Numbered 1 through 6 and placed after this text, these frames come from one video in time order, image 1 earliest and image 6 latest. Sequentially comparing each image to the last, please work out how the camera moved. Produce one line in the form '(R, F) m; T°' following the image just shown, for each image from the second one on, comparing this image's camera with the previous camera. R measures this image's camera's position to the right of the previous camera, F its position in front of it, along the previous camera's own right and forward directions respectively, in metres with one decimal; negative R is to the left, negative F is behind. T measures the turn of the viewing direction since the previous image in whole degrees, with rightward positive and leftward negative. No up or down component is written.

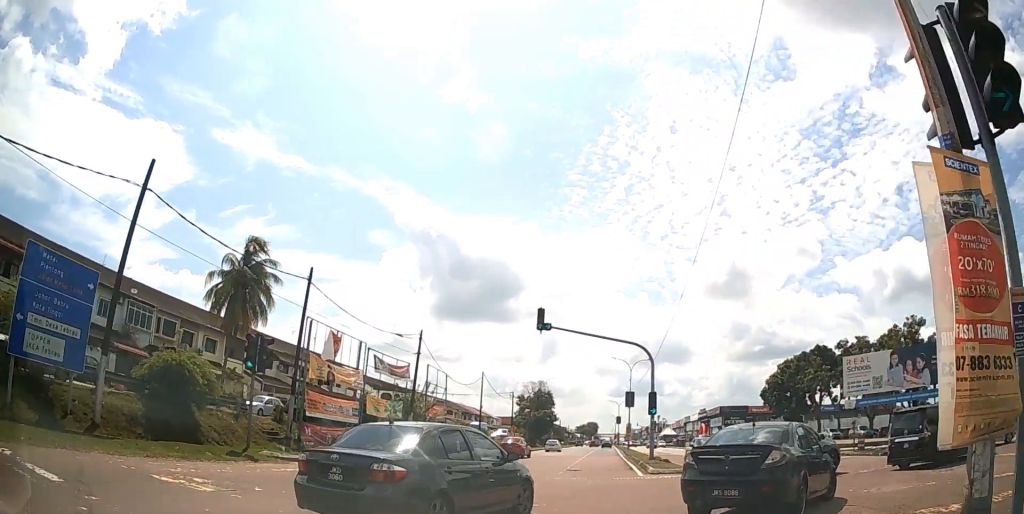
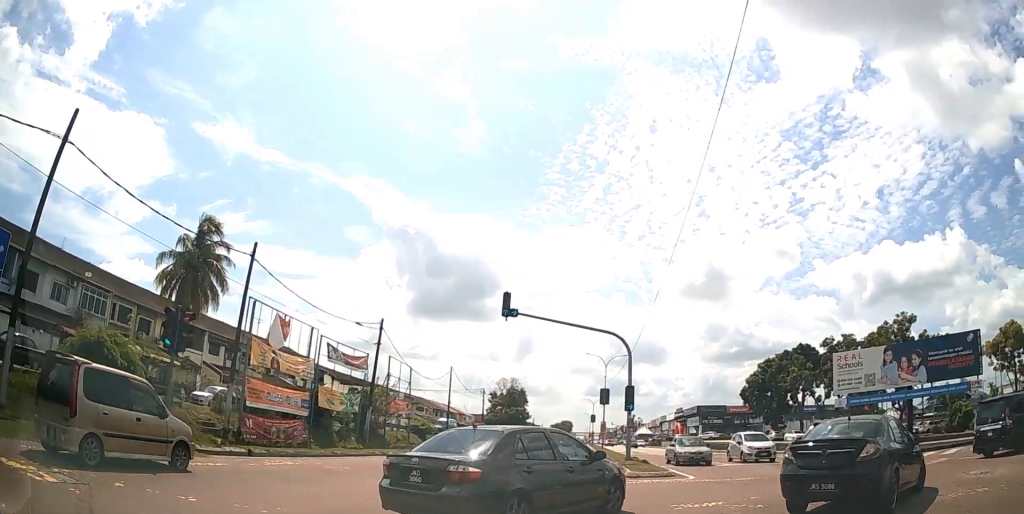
(+0.2, +2.8) m; +4°
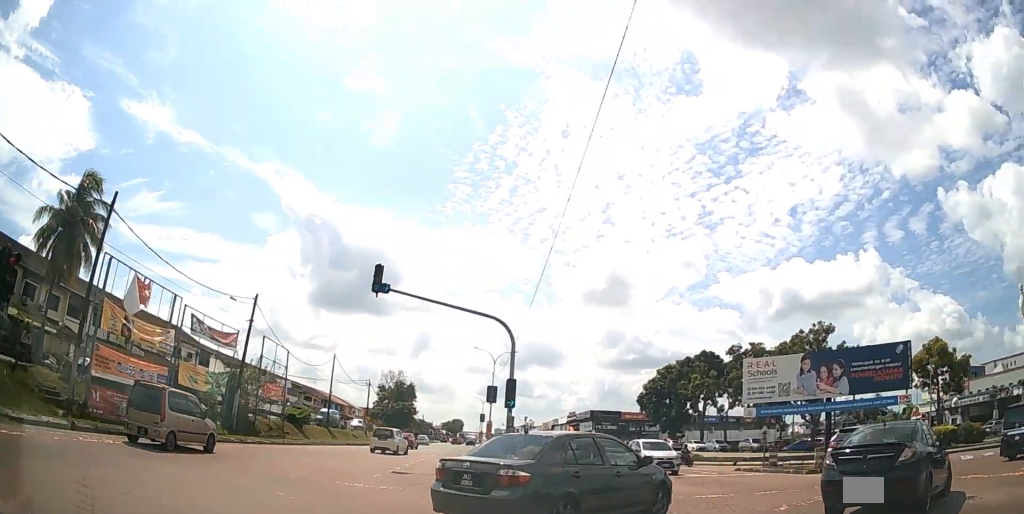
(+0.1, +3.4) m; +11°
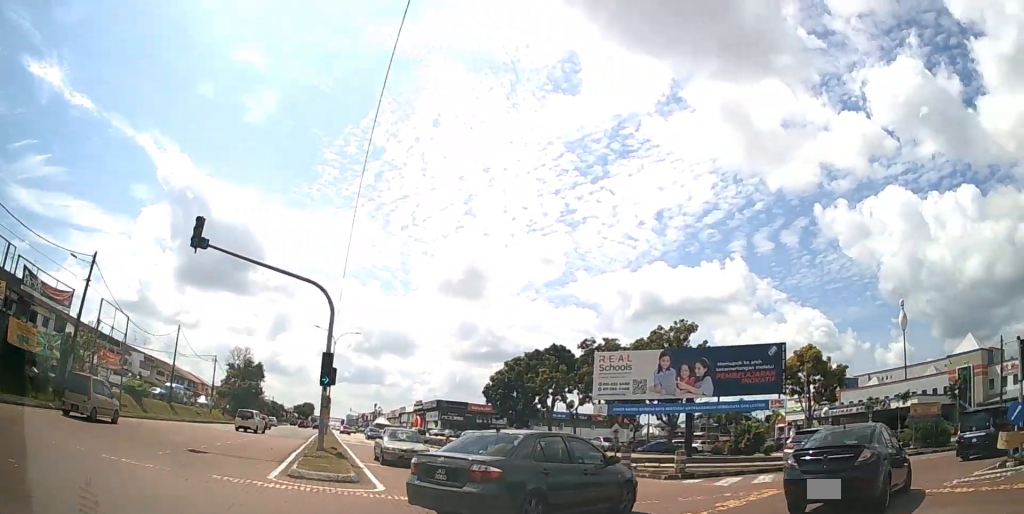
(+0.2, +2.9) m; +13°
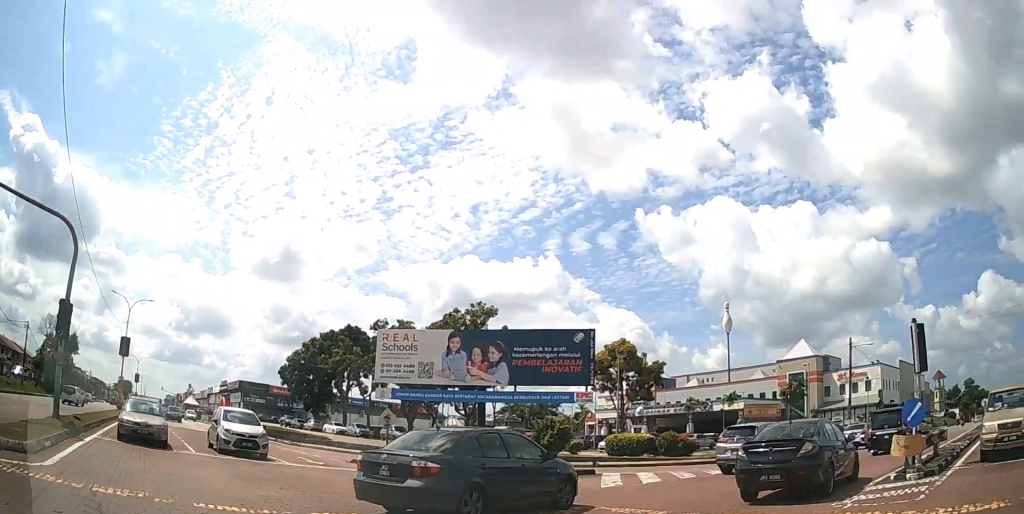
(+0.8, +3.9) m; +18°
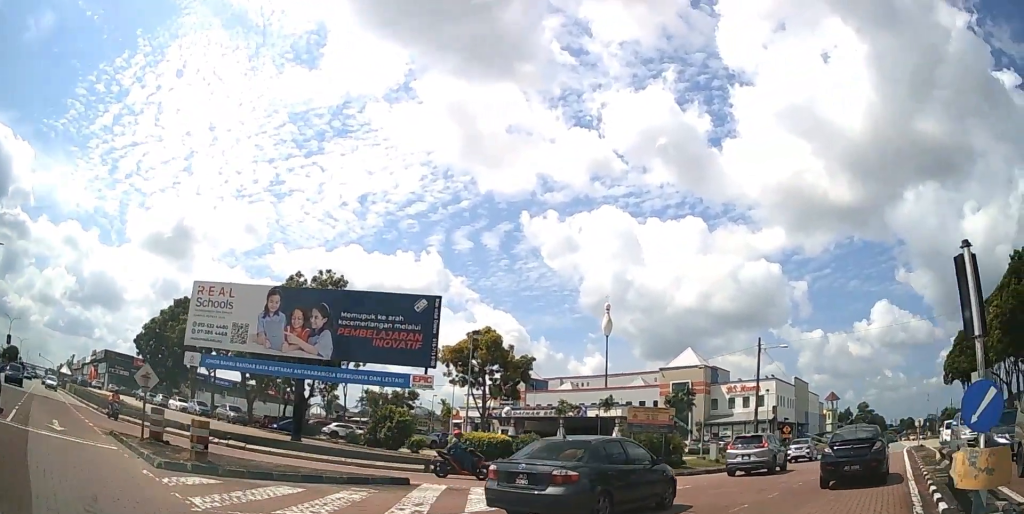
(+1.2, +6.9) m; +18°
